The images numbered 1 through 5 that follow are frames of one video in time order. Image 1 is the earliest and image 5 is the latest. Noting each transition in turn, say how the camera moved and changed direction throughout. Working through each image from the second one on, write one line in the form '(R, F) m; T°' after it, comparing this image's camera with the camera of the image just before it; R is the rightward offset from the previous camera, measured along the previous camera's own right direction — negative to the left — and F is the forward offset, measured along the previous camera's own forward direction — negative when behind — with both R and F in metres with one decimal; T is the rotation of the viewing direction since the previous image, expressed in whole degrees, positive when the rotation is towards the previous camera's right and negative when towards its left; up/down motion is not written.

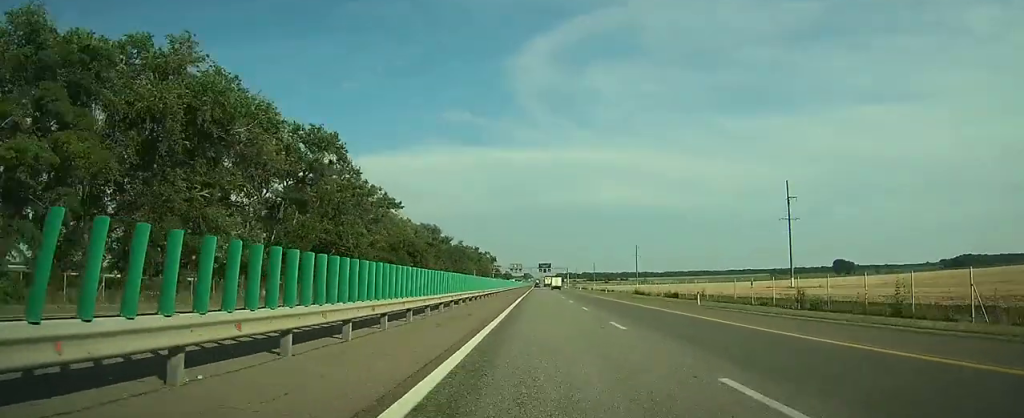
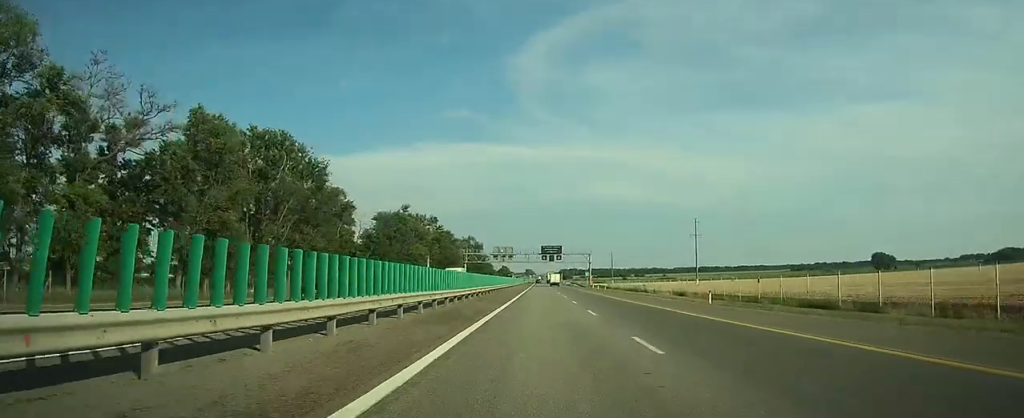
(-0.5, +104.7) m; -1°
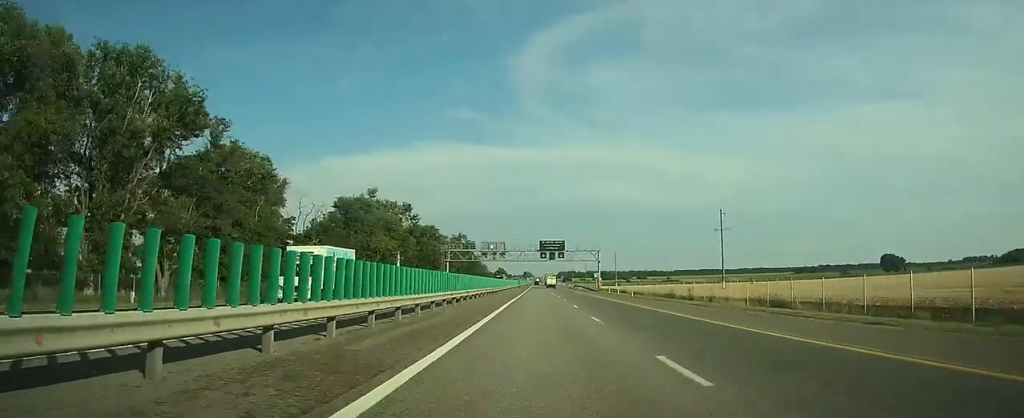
(0.0, +28.3) m; 0°
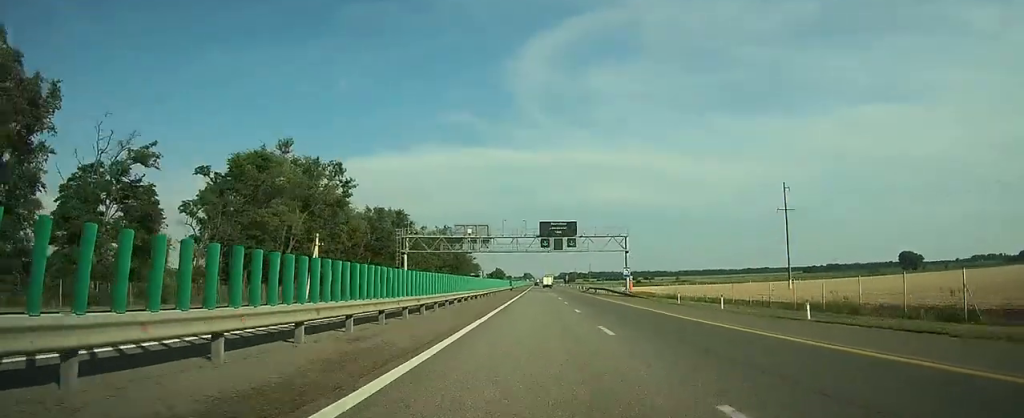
(+0.2, +42.1) m; +1°
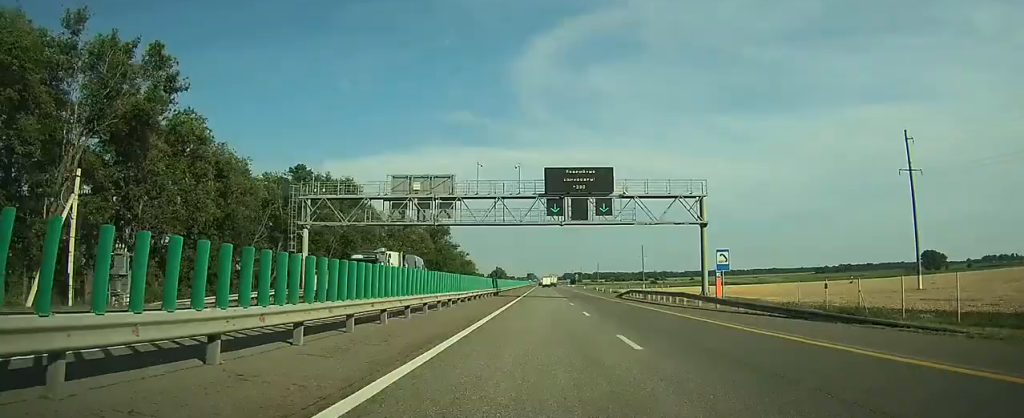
(+0.1, +39.5) m; 0°
